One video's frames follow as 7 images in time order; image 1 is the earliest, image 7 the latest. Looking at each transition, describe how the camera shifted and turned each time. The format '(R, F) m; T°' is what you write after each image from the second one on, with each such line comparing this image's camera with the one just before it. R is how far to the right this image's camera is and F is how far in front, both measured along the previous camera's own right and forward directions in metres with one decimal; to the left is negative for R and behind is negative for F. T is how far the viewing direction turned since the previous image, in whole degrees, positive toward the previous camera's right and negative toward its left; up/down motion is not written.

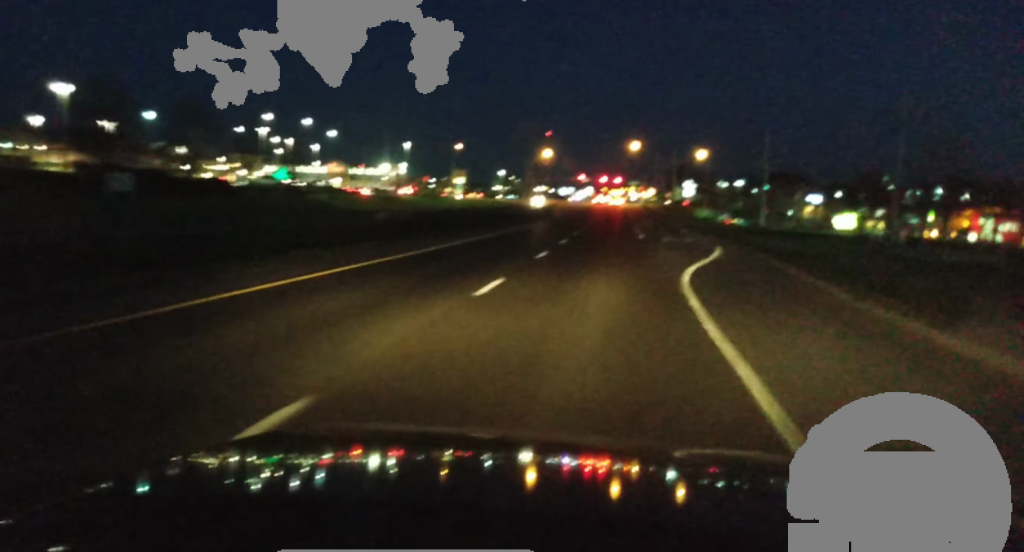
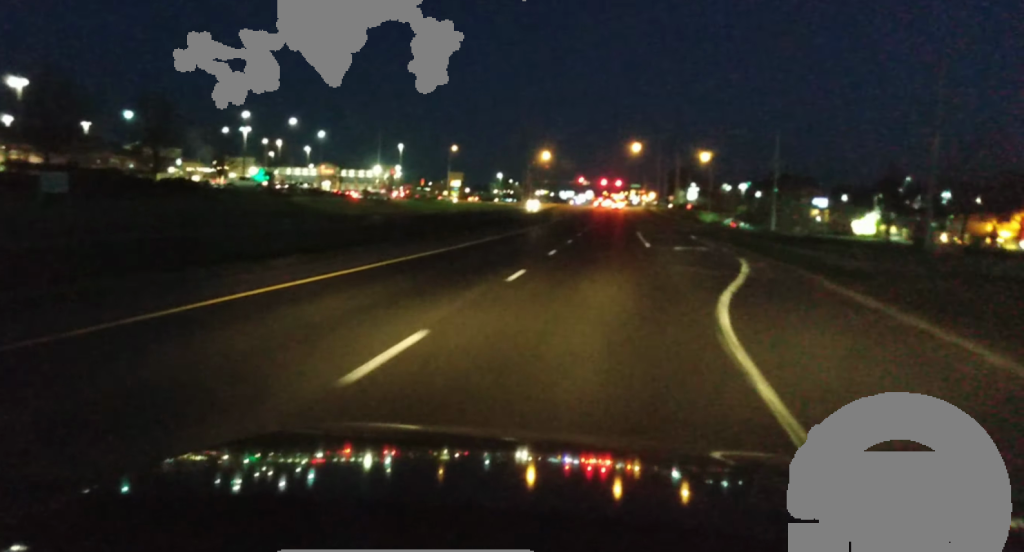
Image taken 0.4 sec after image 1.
(-0.1, +8.0) m; +1°
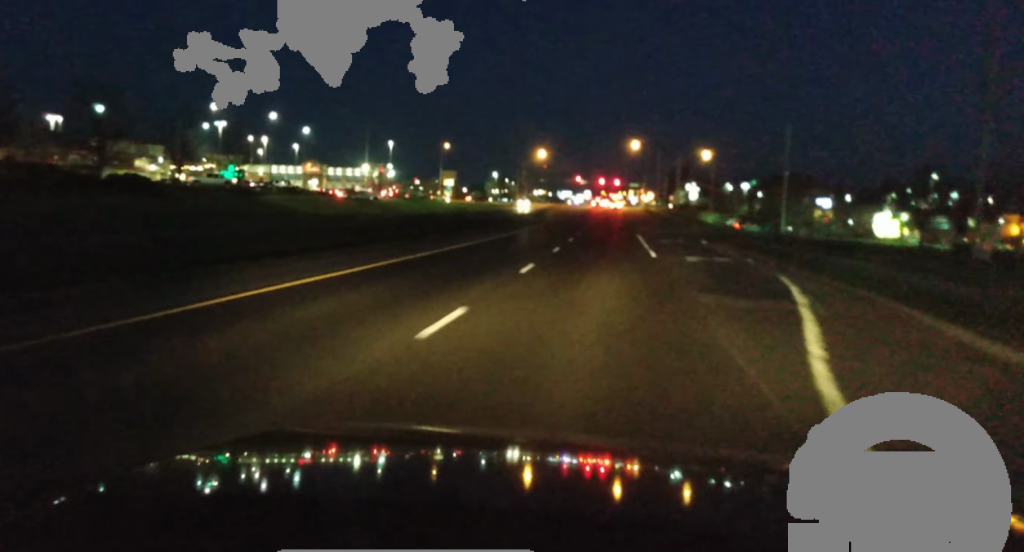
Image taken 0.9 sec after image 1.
(0.0, +9.3) m; +1°
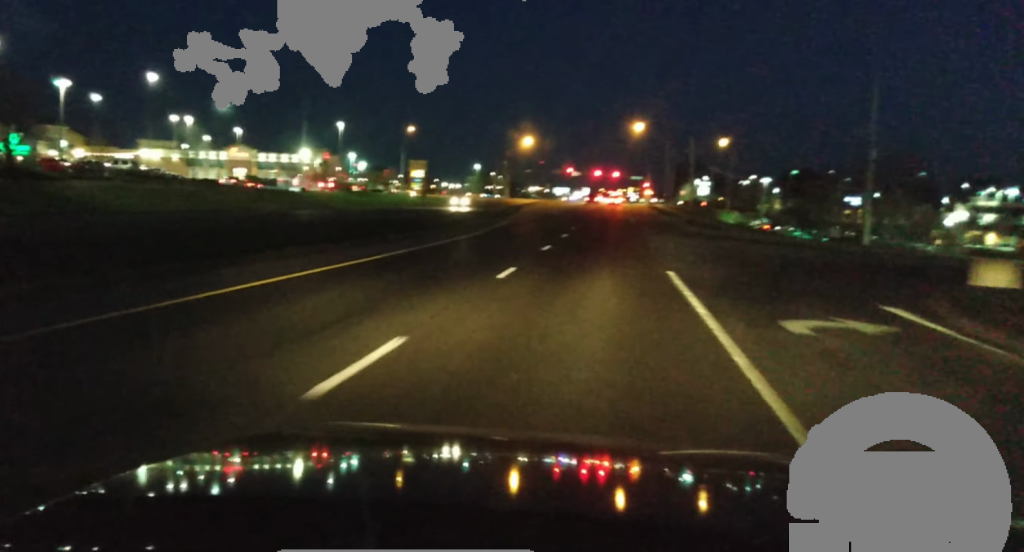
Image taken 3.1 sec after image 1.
(+0.8, +40.0) m; +2°
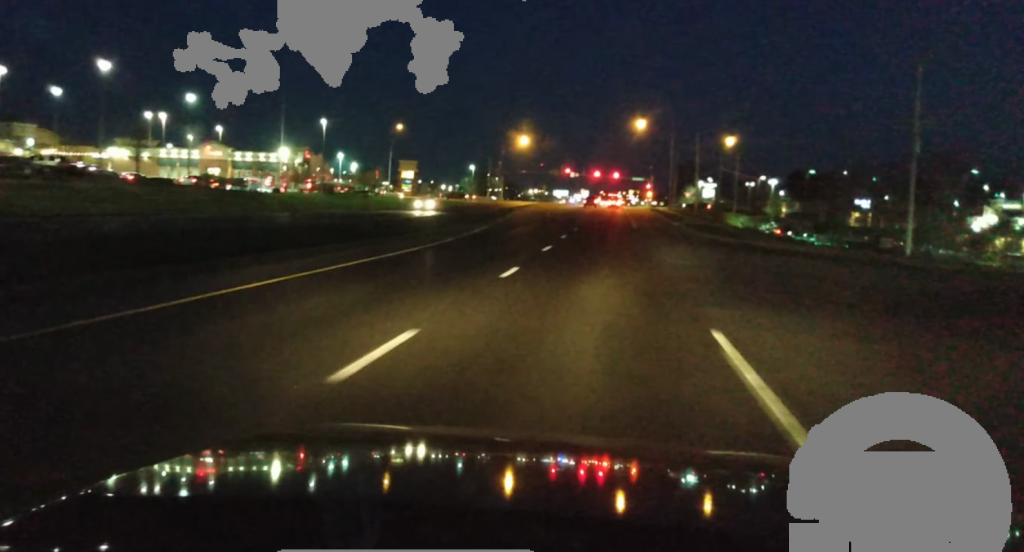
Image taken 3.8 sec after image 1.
(+0.1, +11.2) m; +1°
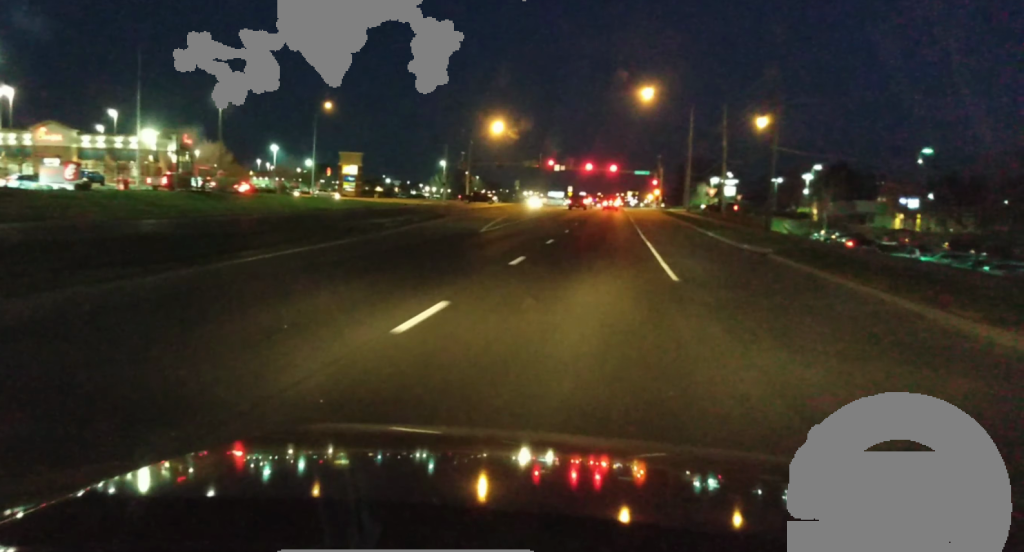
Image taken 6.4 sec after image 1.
(-0.6, +44.7) m; -3°
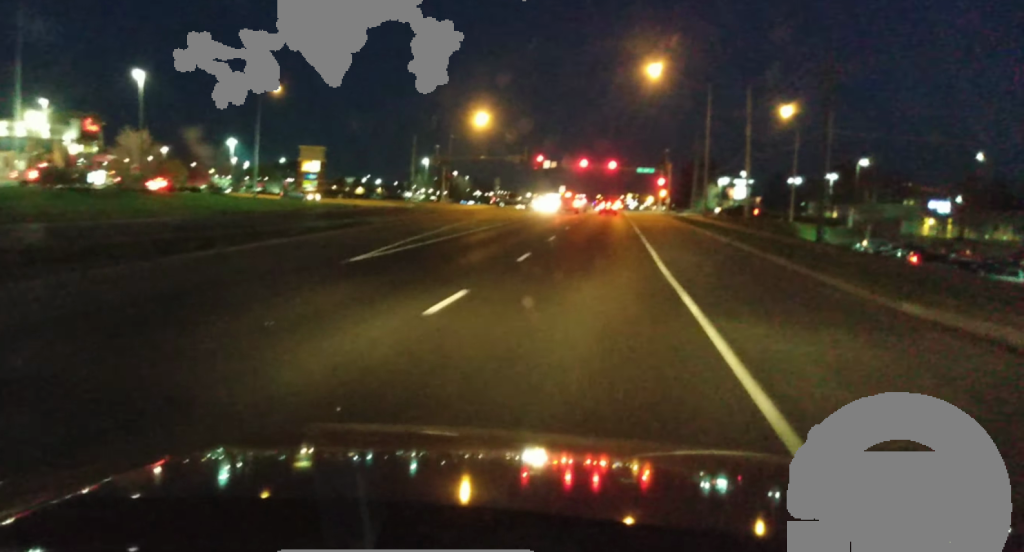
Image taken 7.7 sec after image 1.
(-0.5, +23.0) m; -1°
